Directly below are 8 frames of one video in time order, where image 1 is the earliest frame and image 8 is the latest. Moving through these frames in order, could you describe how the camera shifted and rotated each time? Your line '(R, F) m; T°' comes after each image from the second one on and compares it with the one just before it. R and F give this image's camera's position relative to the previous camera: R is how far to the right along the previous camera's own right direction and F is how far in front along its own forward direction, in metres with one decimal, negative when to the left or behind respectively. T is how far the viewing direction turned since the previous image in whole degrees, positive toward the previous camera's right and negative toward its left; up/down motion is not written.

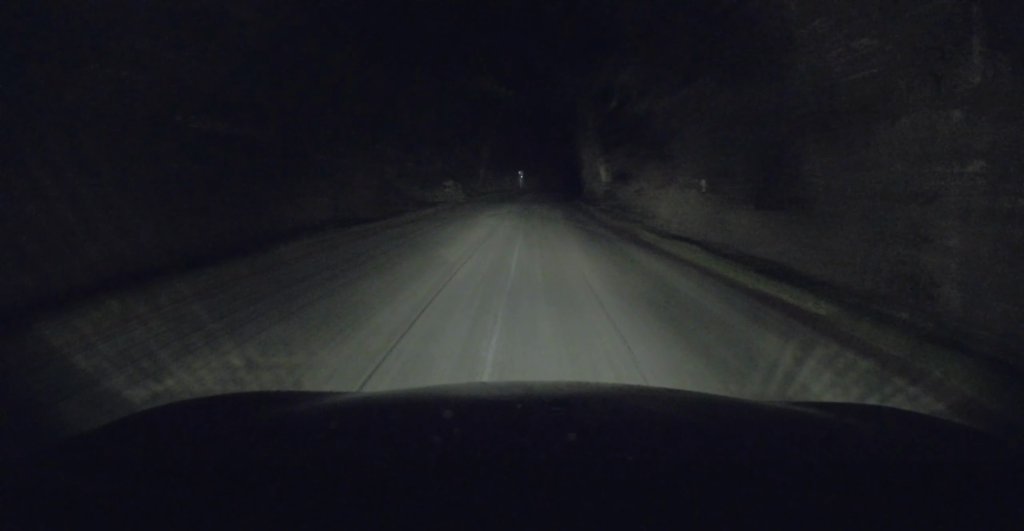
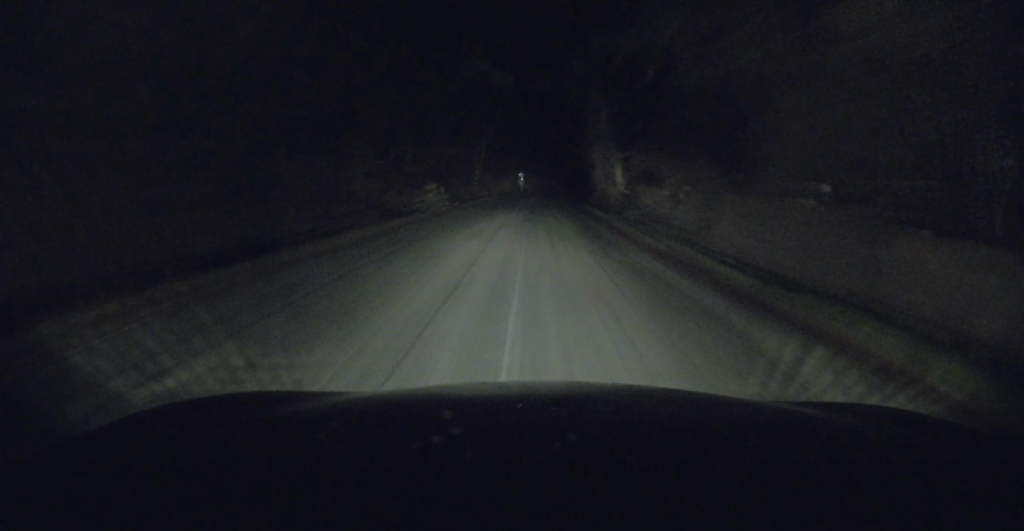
(-0.1, +7.0) m; -1°
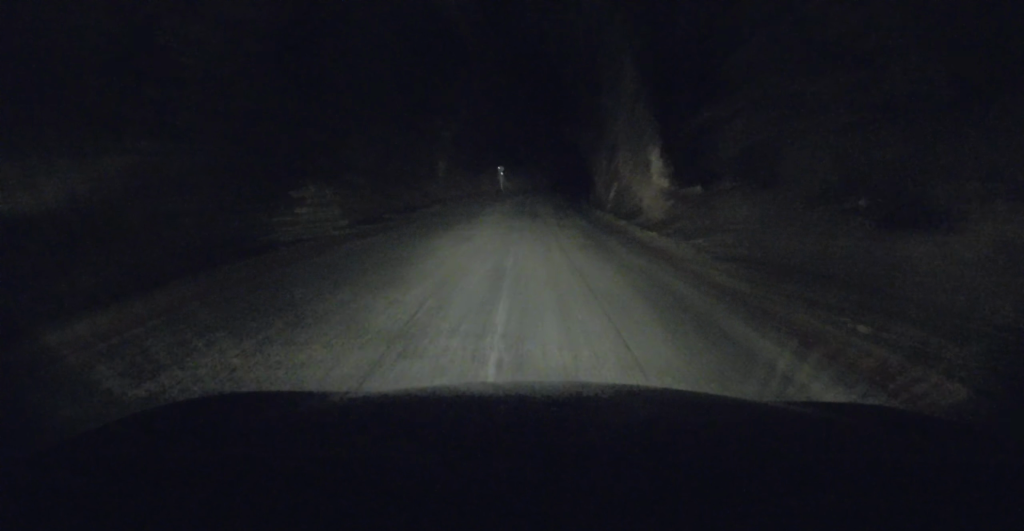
(+0.3, +13.8) m; +2°
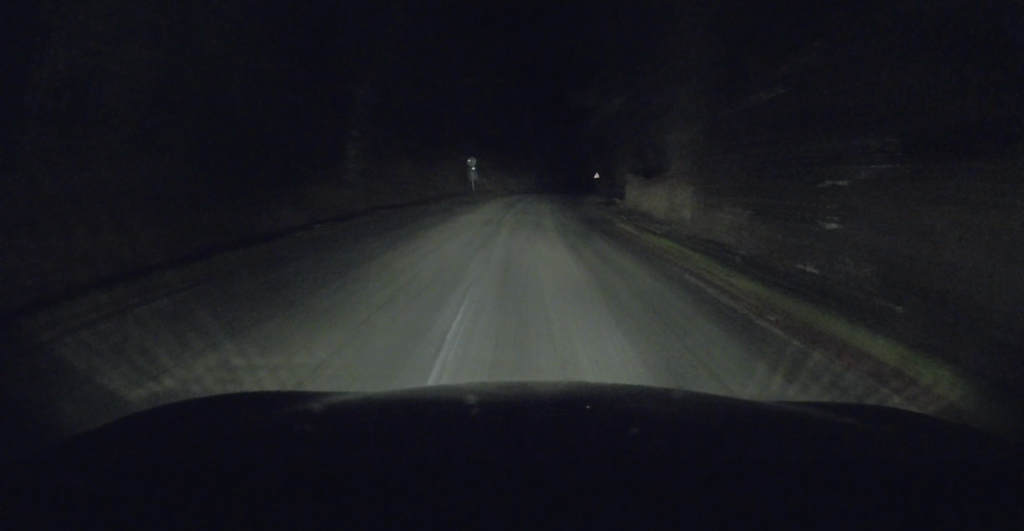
(0.0, +19.5) m; 0°
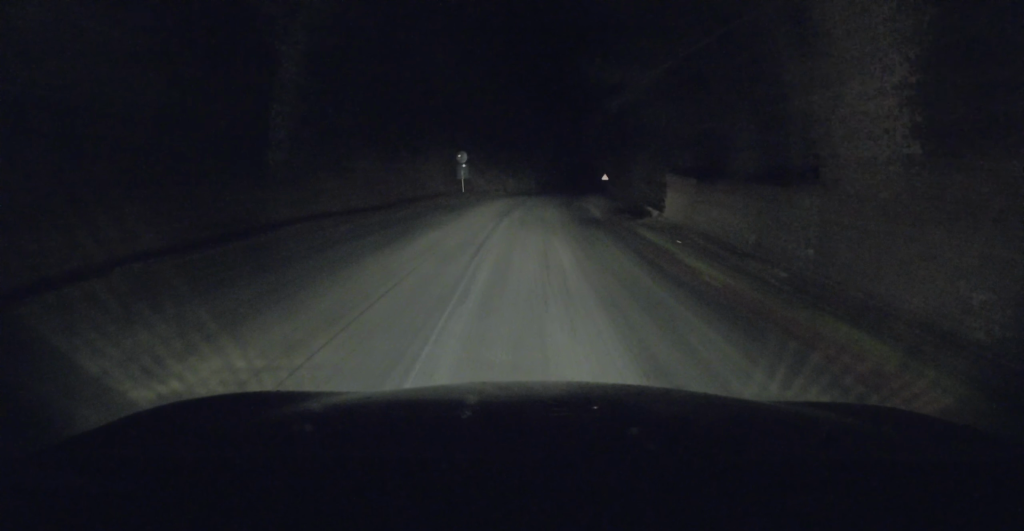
(+0.2, +7.6) m; +1°
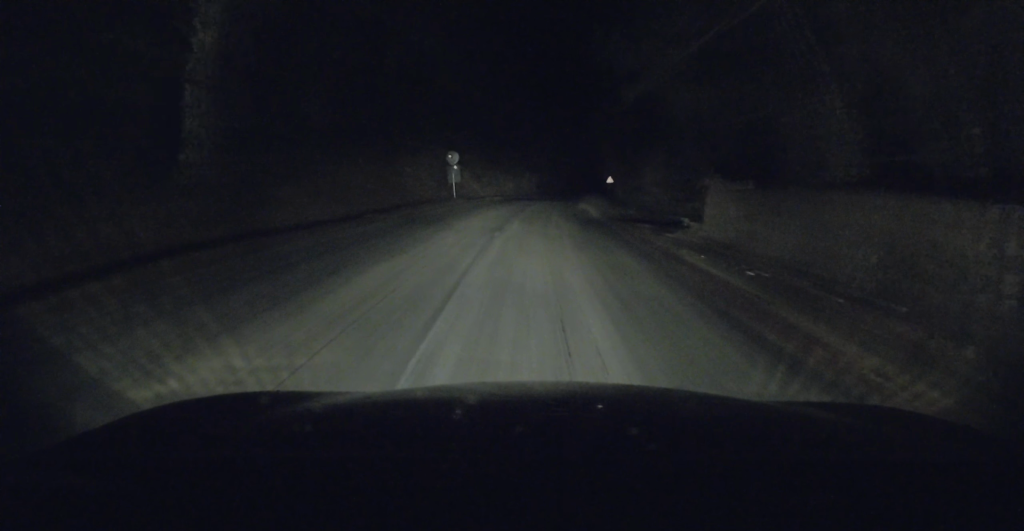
(0.0, +4.5) m; +1°
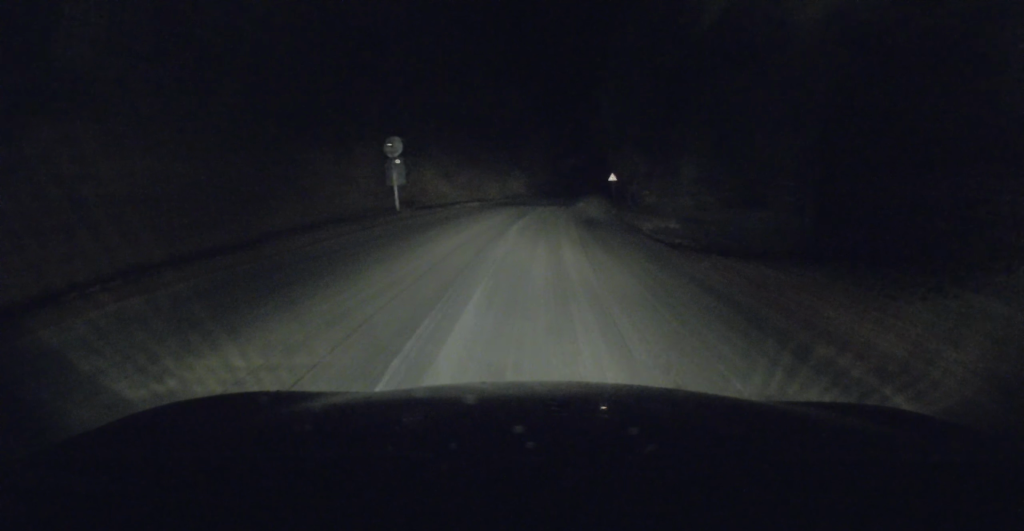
(0.0, +12.0) m; -1°
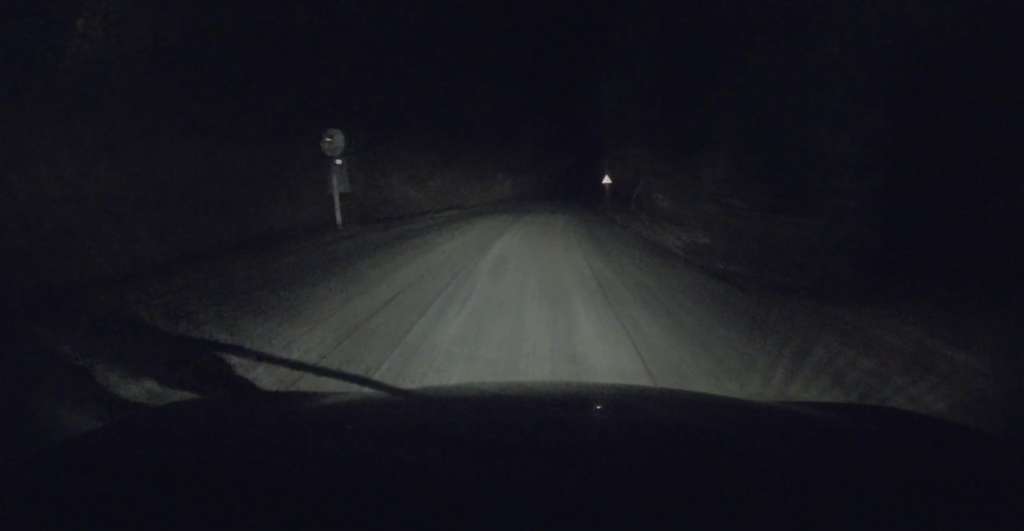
(-0.2, +5.4) m; 0°
